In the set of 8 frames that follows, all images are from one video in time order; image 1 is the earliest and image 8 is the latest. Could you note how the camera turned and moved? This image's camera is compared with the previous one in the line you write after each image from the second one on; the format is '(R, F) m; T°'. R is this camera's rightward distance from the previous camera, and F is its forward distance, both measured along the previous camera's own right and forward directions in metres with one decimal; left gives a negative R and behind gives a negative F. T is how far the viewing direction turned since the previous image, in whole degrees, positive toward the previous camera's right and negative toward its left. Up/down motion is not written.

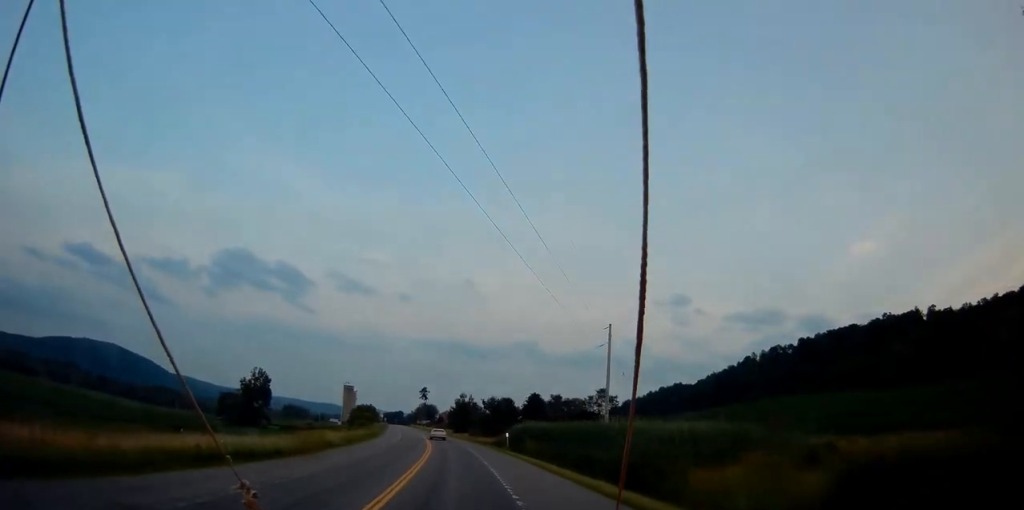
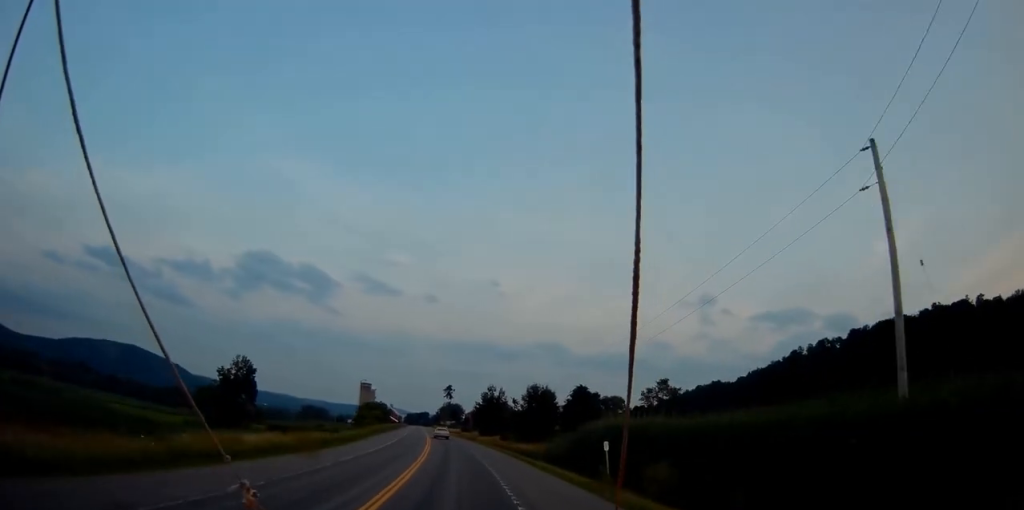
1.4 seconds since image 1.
(-0.6, +31.6) m; -2°
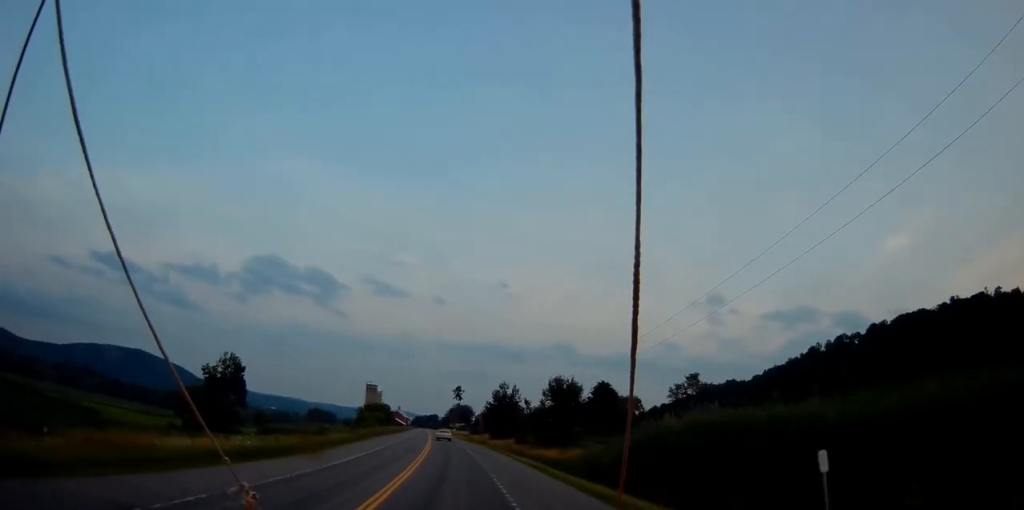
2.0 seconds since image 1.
(-0.2, +12.8) m; -1°
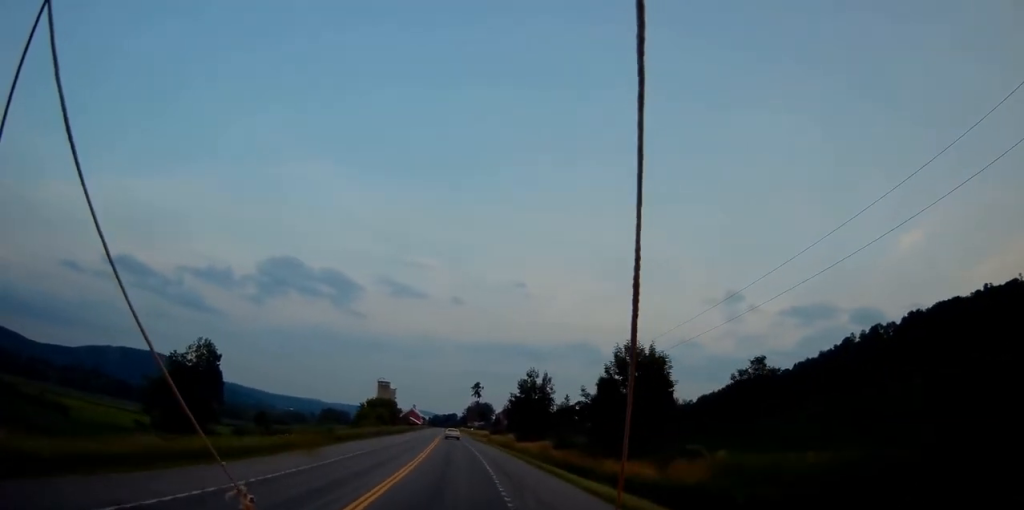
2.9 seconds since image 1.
(-0.5, +21.7) m; -2°
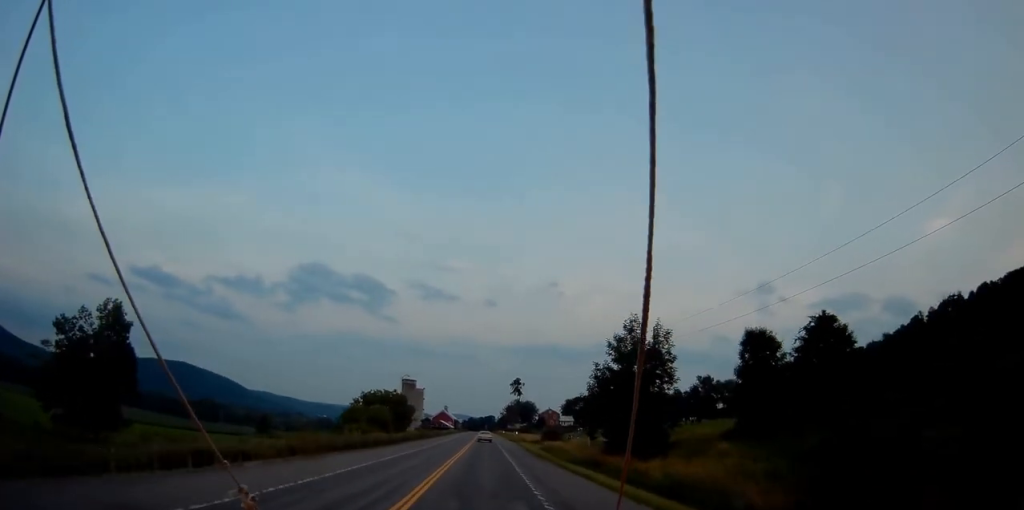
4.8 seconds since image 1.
(-0.9, +41.7) m; -2°
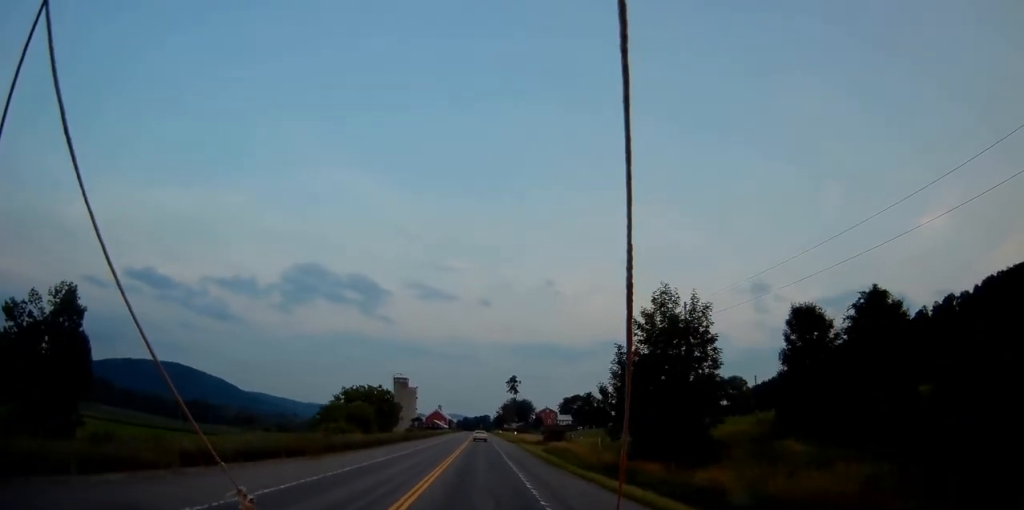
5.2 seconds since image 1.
(-0.1, +9.6) m; -1°
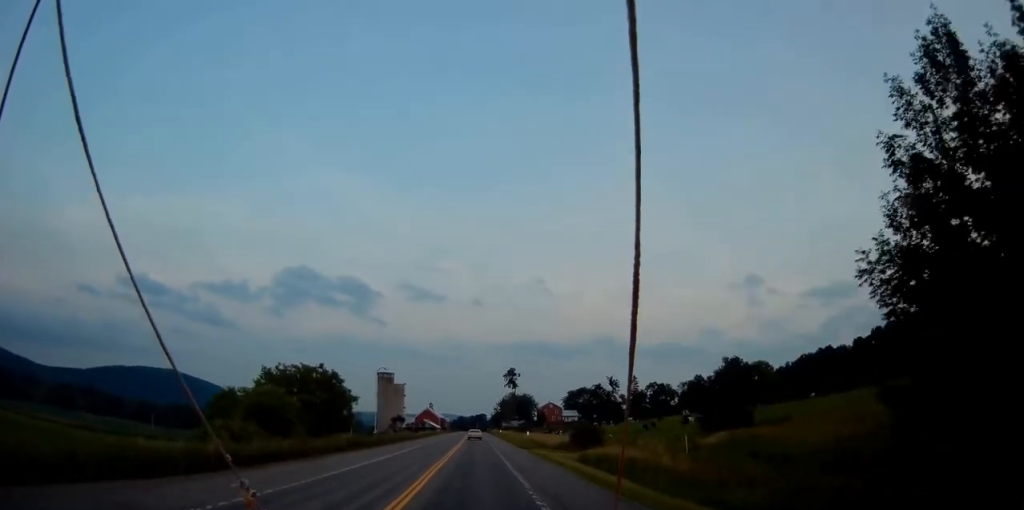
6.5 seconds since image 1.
(-0.4, +28.4) m; 0°
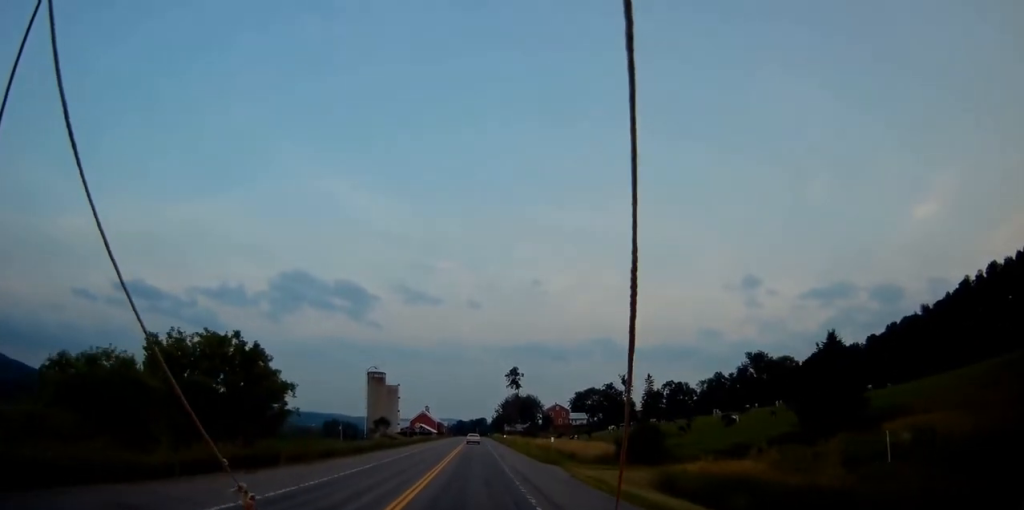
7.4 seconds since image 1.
(+0.3, +19.6) m; +1°
